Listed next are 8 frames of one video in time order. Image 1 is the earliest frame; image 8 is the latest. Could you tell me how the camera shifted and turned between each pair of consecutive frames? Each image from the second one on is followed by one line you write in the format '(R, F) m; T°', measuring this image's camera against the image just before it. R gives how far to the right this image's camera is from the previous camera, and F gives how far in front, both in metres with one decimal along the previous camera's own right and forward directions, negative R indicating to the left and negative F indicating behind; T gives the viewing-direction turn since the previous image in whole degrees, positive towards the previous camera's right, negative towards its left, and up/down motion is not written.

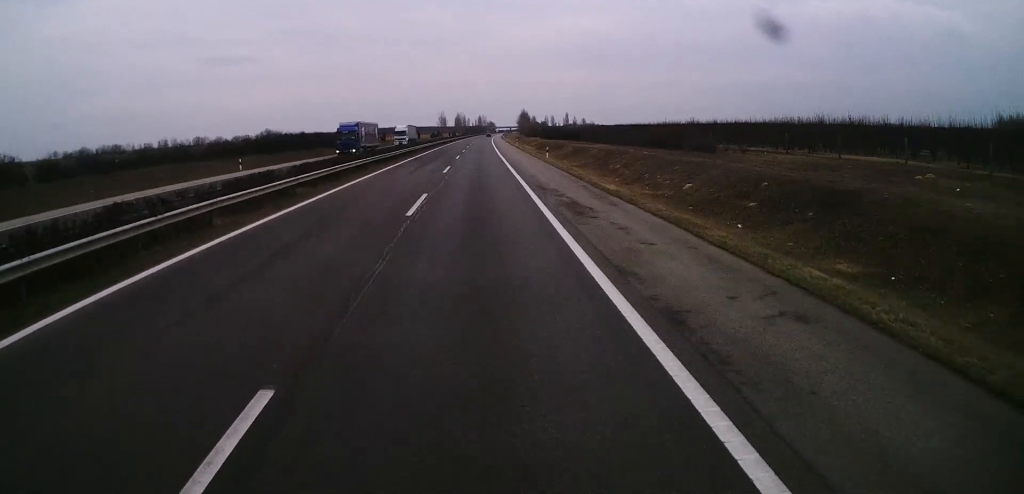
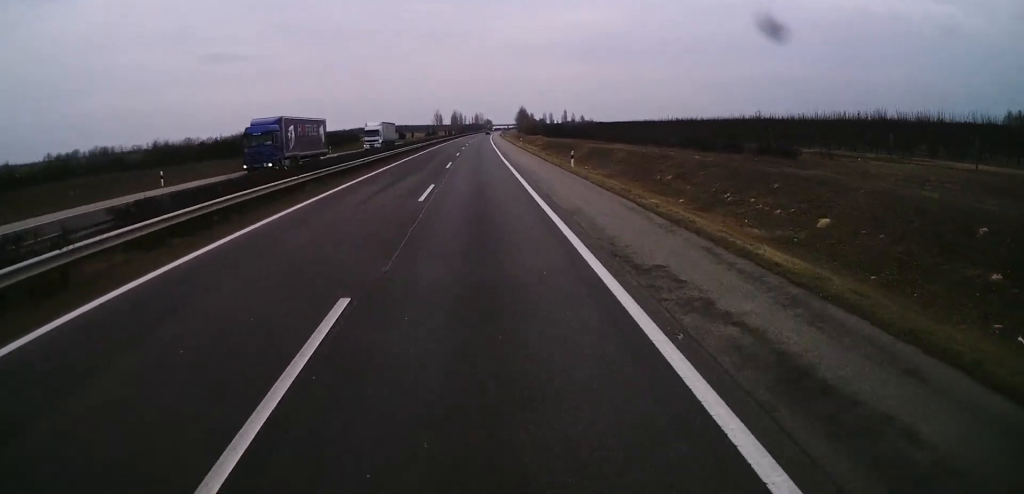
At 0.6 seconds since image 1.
(+0.3, +14.6) m; 0°
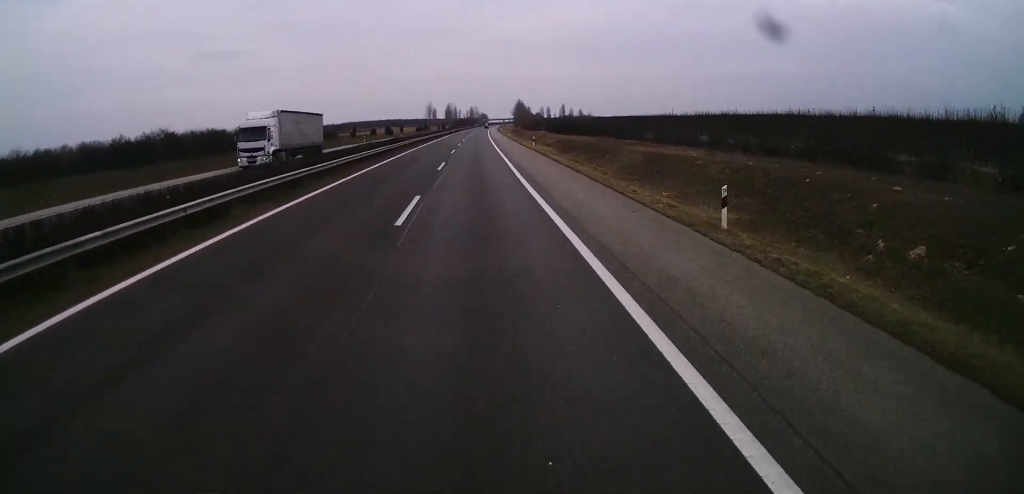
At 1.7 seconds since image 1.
(-0.1, +23.7) m; -1°
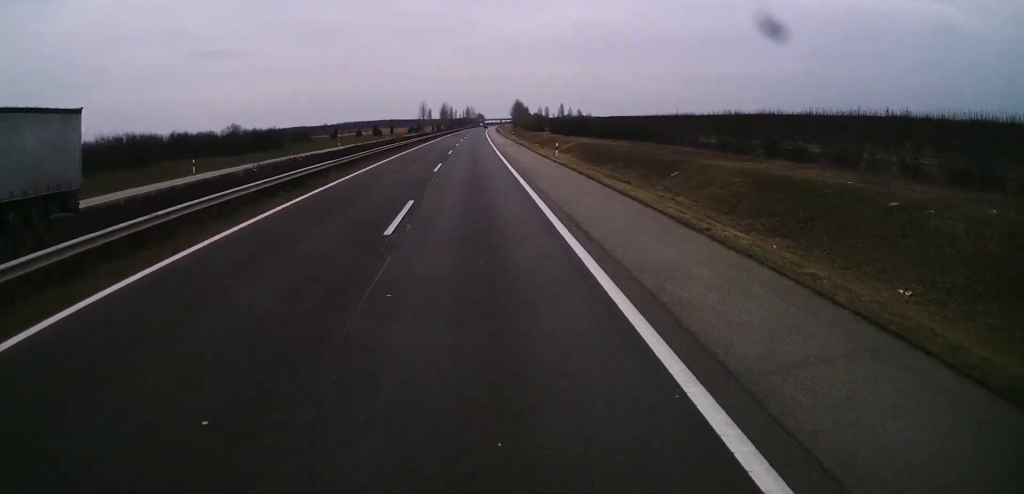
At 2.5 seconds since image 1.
(-0.1, +19.1) m; 0°
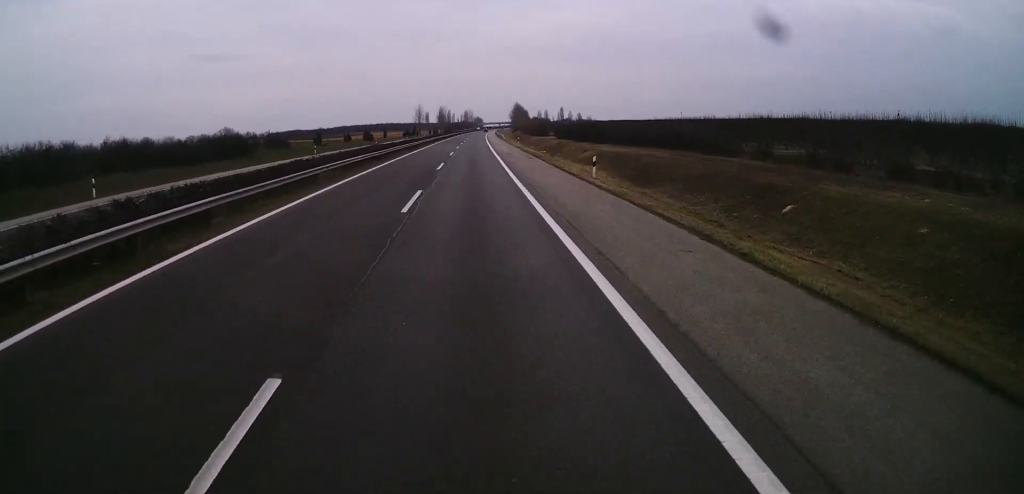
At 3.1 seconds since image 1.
(0.0, +13.8) m; +1°
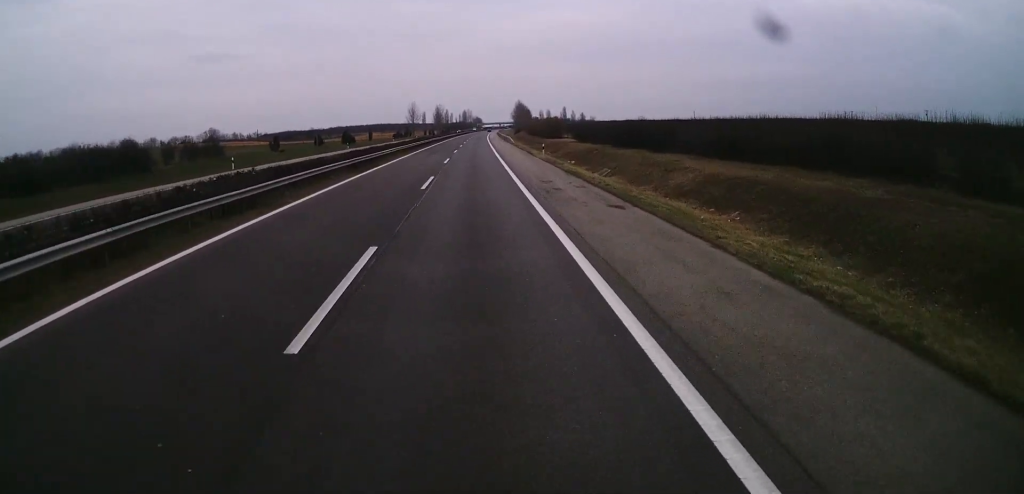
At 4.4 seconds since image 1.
(+0.5, +29.2) m; +1°
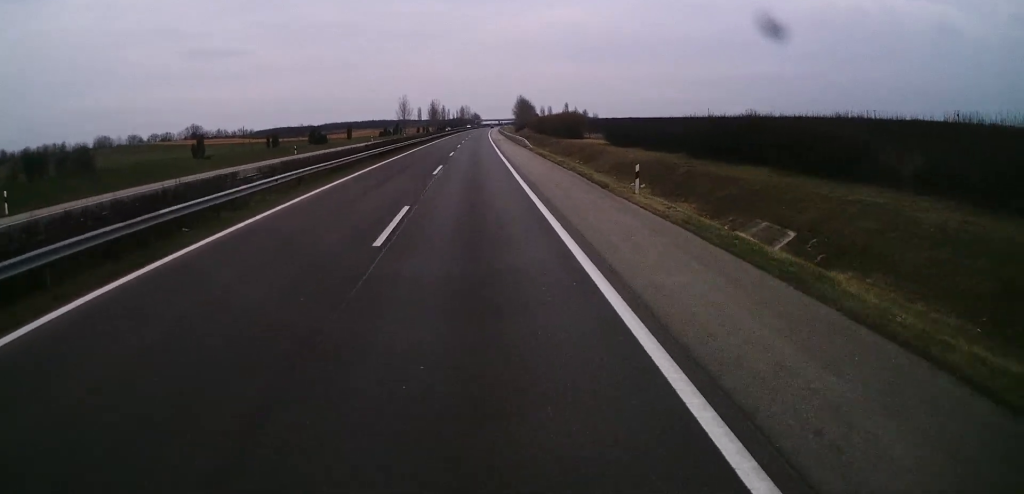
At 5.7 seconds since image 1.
(-0.1, +29.9) m; 0°
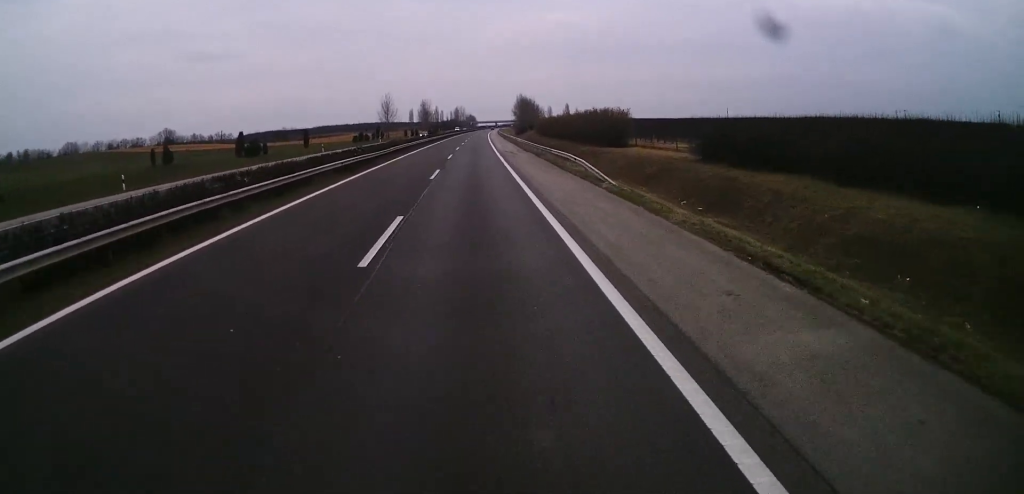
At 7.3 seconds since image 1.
(+0.3, +37.8) m; -1°
